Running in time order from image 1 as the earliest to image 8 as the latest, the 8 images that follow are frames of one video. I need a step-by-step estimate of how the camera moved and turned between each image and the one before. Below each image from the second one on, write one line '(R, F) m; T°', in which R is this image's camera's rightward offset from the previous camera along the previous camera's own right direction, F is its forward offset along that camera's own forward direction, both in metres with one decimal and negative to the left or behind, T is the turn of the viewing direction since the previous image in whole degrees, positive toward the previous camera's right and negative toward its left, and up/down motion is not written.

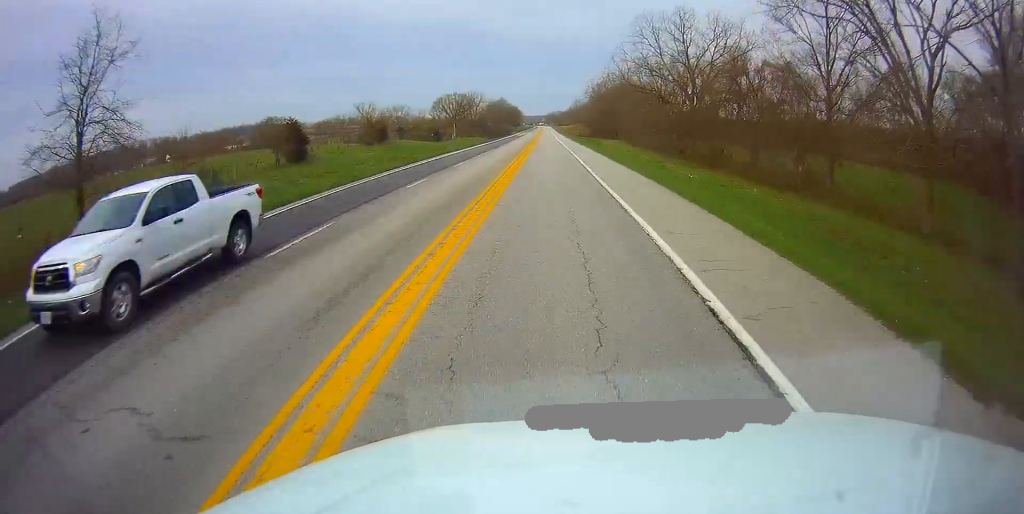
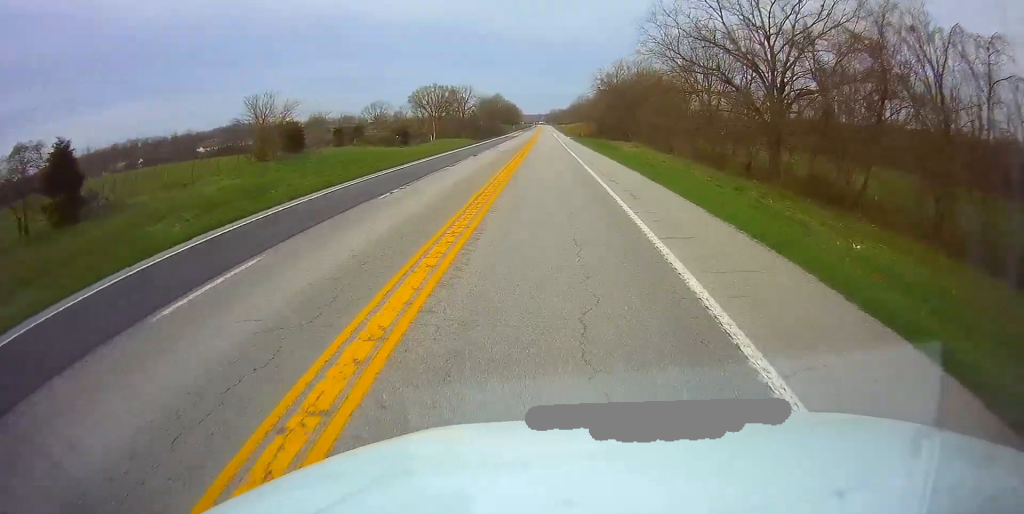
(+0.1, +27.9) m; 0°
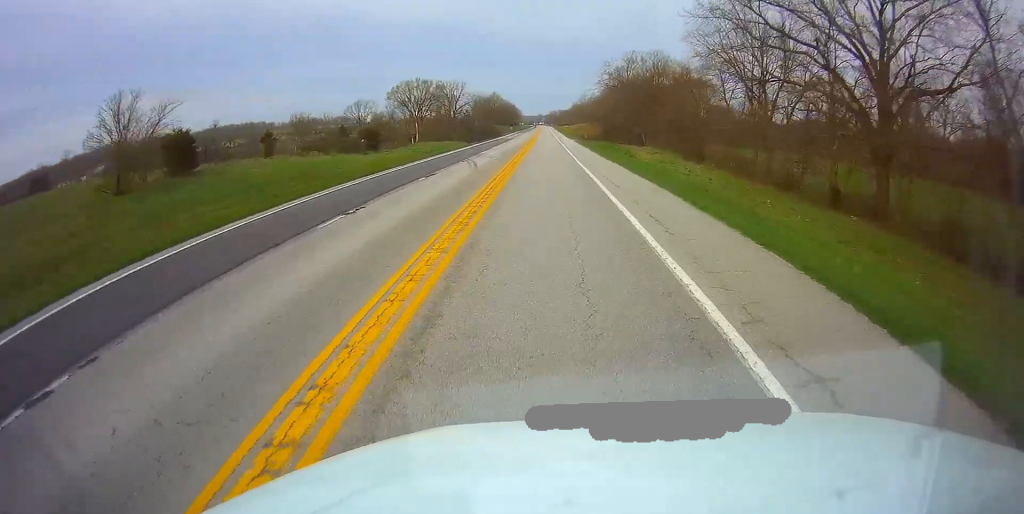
(0.0, +17.5) m; 0°
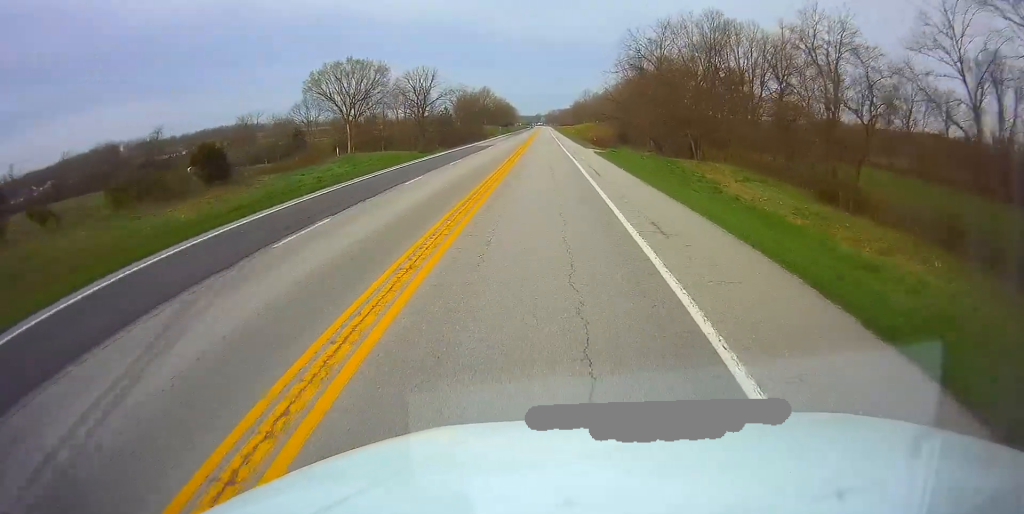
(-0.1, +38.2) m; 0°
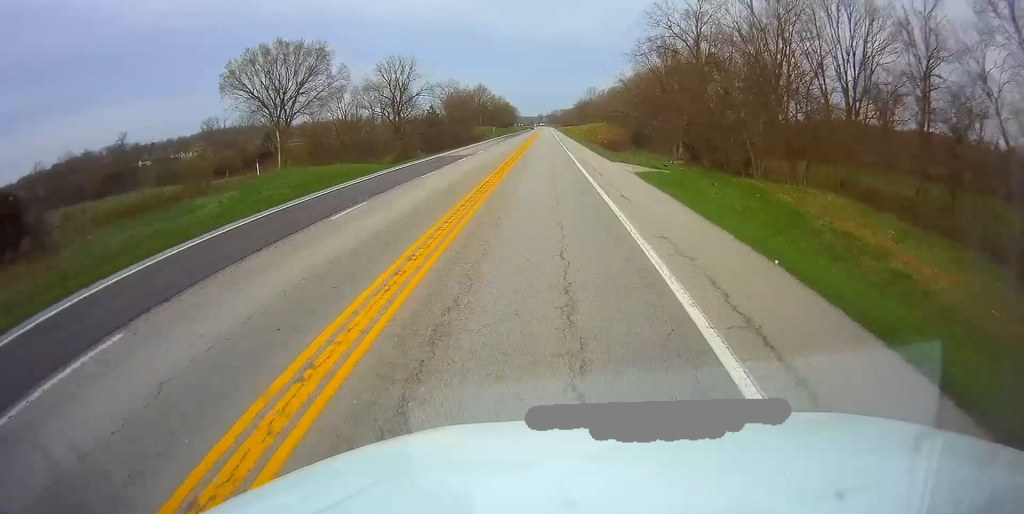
(+0.1, +20.6) m; 0°
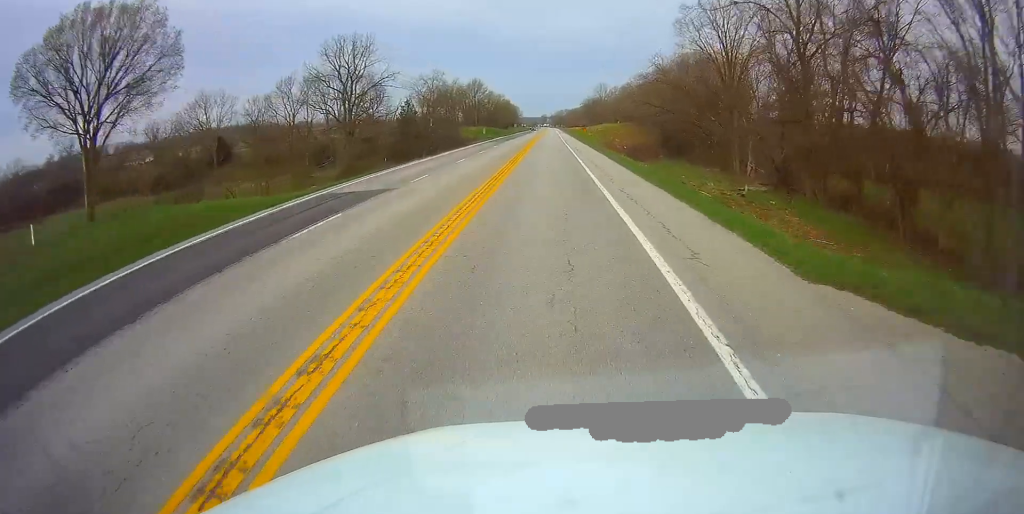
(-0.1, +26.8) m; 0°
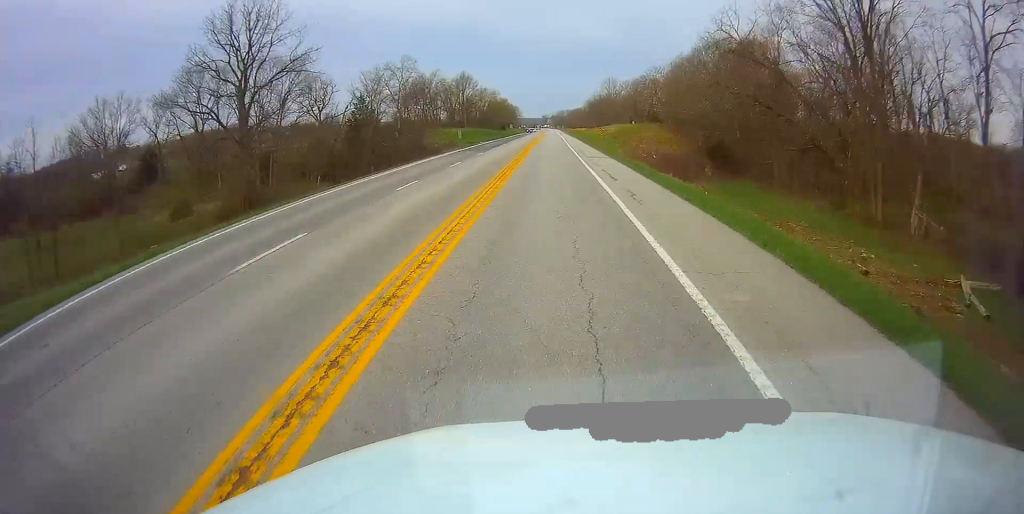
(0.0, +26.9) m; 0°
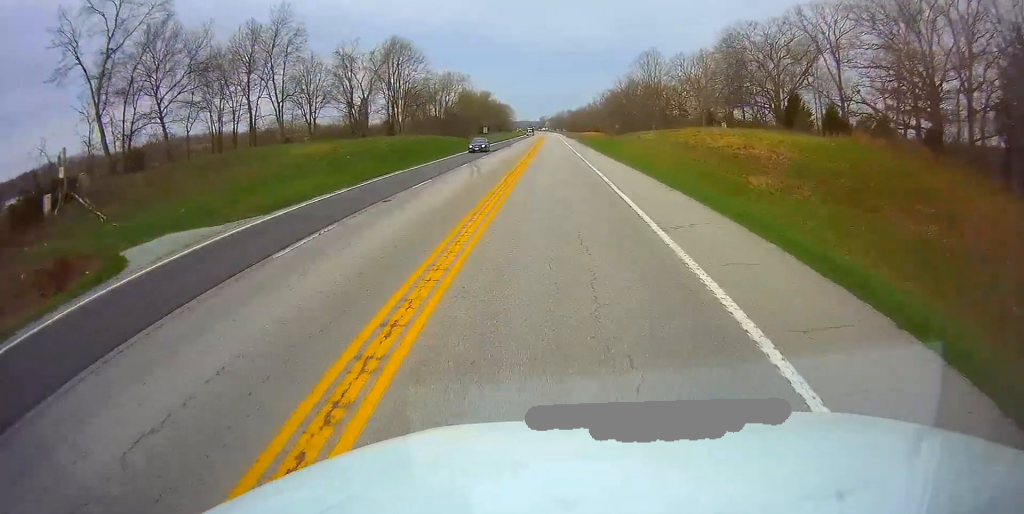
(0.0, +71.3) m; 0°
